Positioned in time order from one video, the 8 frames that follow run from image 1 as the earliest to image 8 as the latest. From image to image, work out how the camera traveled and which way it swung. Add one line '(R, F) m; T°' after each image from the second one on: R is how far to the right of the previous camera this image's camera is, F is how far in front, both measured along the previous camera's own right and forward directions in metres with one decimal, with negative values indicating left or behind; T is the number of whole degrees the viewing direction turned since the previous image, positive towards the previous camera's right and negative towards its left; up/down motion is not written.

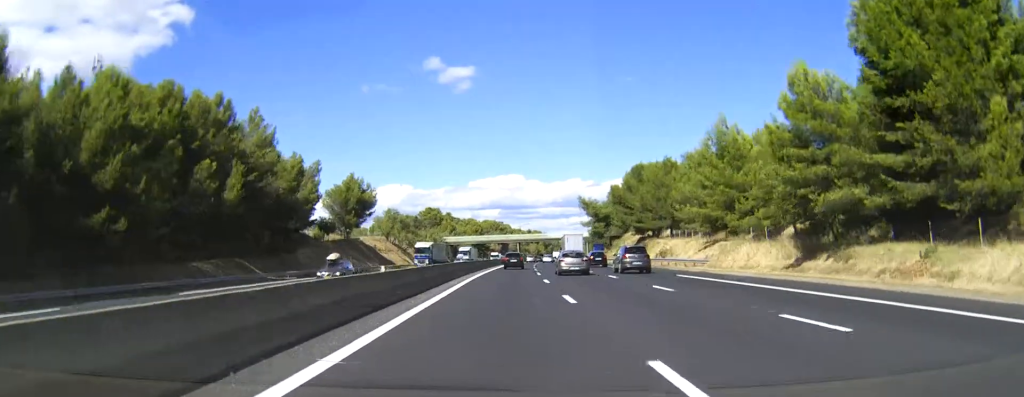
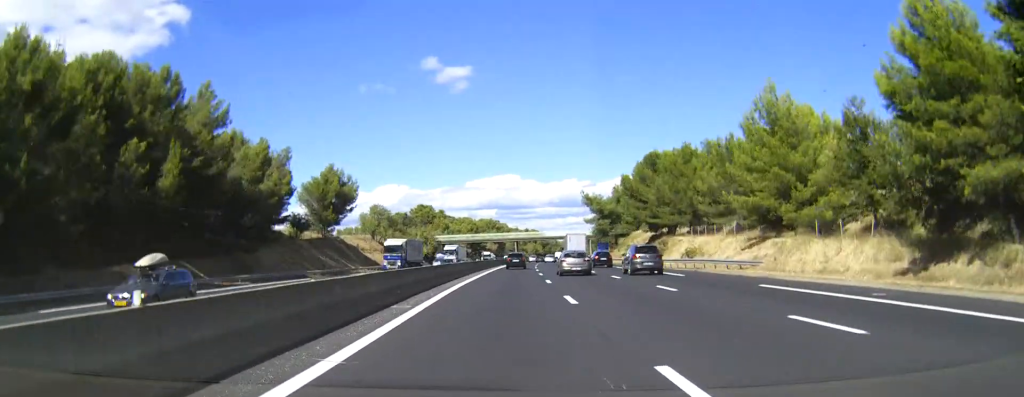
(0.0, +13.5) m; 0°
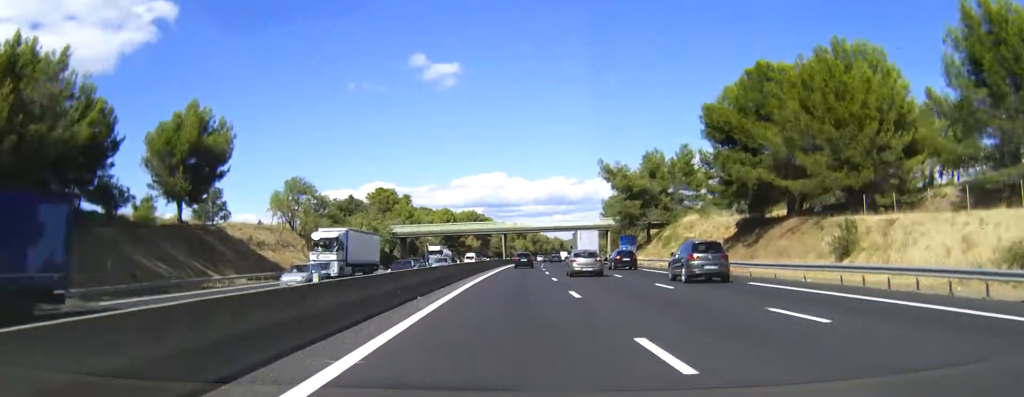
(+0.5, +49.6) m; +1°
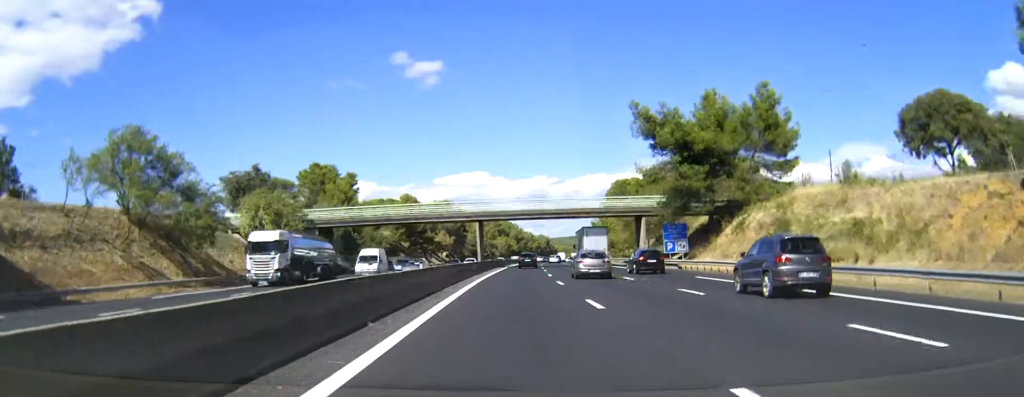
(+0.5, +42.8) m; +1°
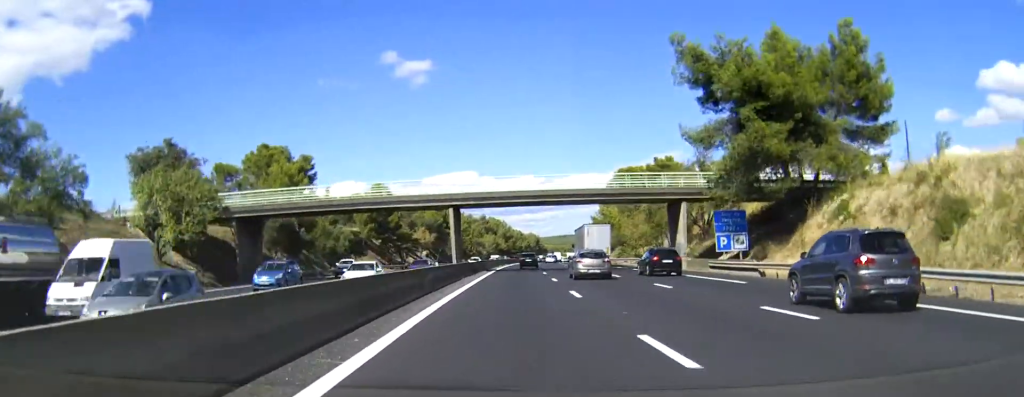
(0.0, +21.8) m; +1°
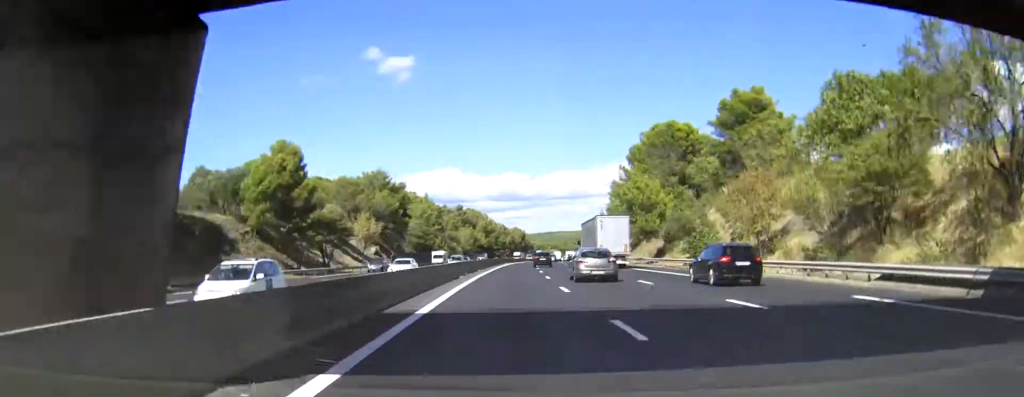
(+0.8, +49.6) m; +4°
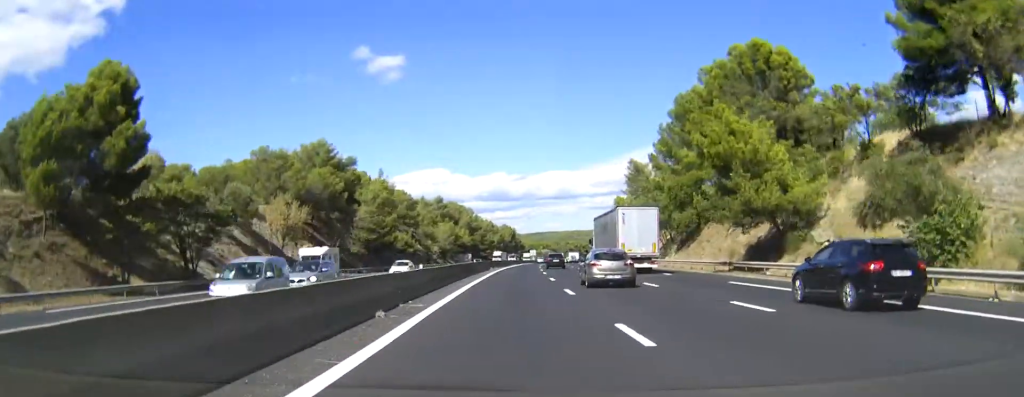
(+1.7, +39.2) m; +2°
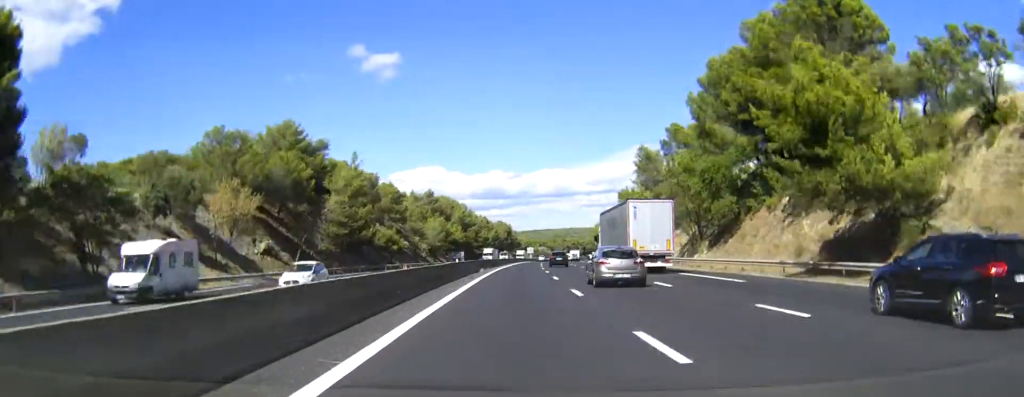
(0.0, +14.7) m; 0°
